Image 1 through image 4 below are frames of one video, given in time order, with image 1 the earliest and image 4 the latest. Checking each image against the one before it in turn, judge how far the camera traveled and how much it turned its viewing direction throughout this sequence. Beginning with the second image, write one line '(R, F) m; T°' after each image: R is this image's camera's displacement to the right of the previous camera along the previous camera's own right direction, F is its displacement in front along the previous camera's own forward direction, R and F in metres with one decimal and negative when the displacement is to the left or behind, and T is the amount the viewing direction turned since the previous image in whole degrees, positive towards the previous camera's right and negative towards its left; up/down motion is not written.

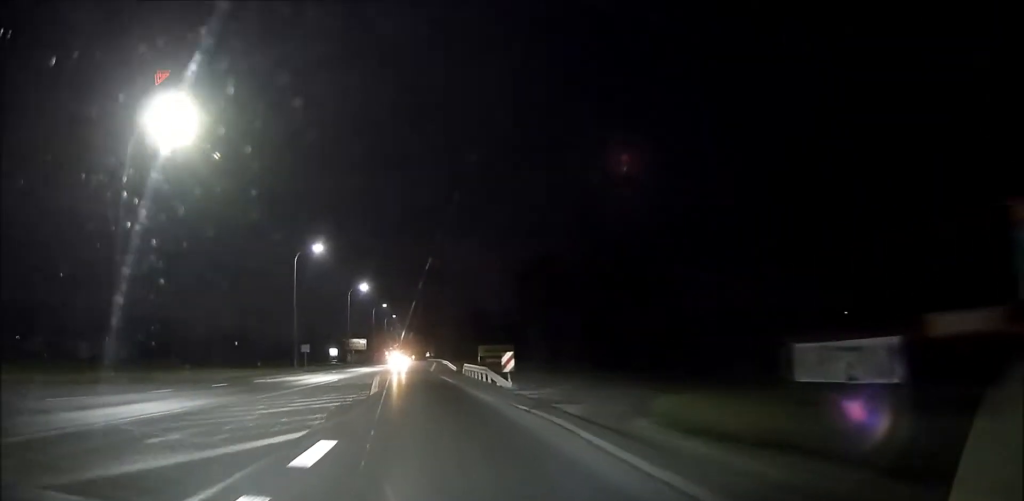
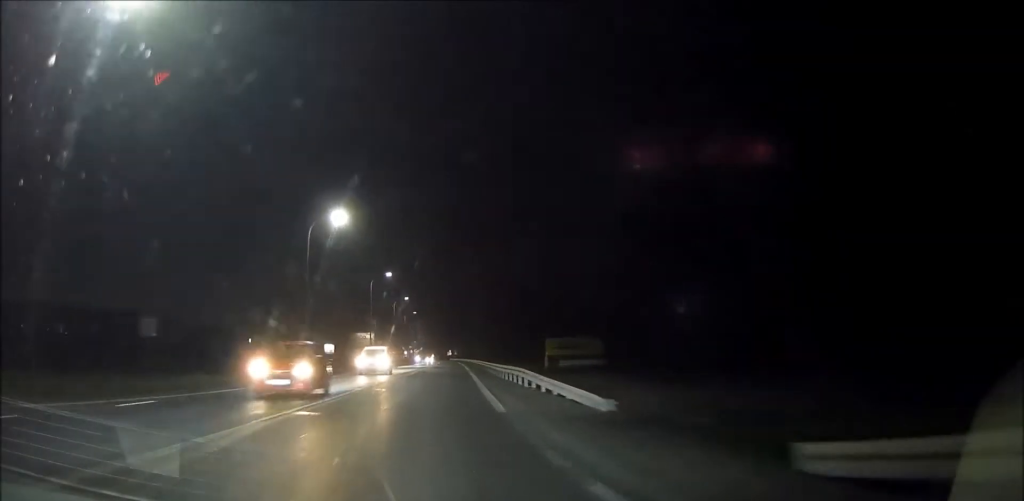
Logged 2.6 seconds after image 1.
(-0.5, +42.6) m; -1°
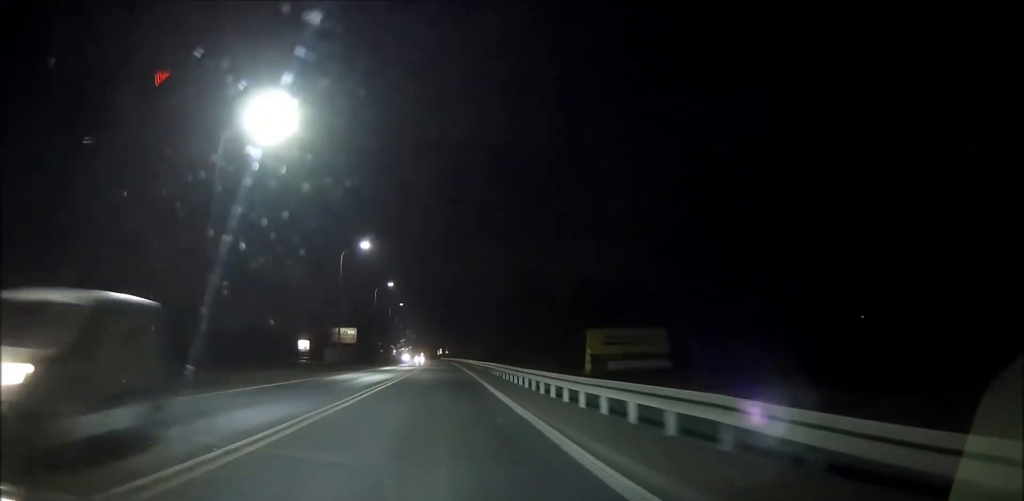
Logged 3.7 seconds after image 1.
(0.0, +18.7) m; 0°
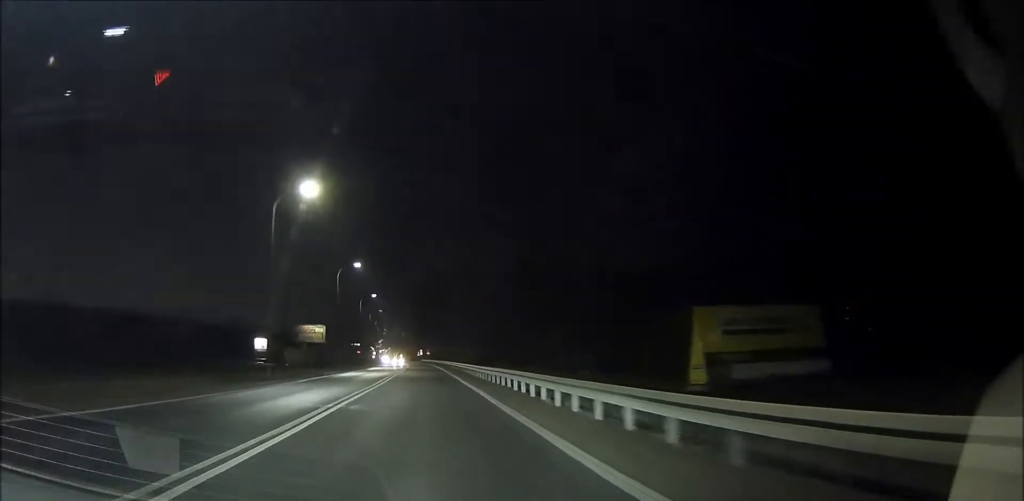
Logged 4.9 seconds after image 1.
(0.0, +19.1) m; +1°
